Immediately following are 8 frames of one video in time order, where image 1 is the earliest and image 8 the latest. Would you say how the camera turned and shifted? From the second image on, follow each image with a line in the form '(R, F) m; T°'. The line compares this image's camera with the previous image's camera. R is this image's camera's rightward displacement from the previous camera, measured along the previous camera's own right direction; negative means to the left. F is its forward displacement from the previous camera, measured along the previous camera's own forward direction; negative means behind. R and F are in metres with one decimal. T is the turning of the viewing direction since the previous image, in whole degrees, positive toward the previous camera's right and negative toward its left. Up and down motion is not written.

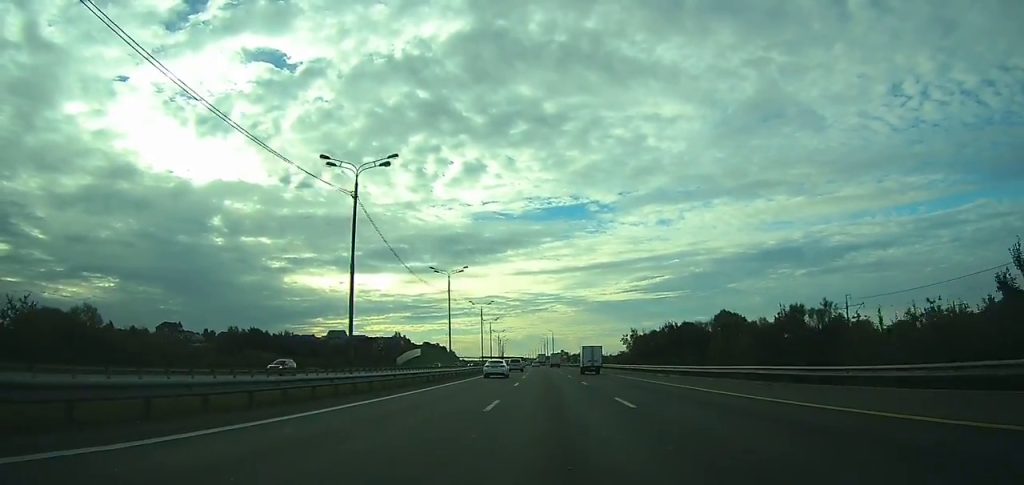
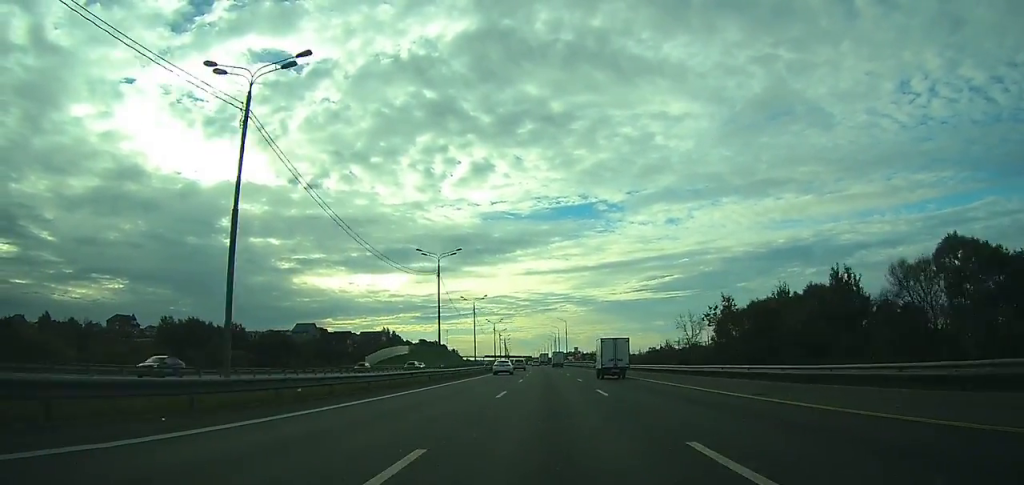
(-0.3, +58.8) m; -1°
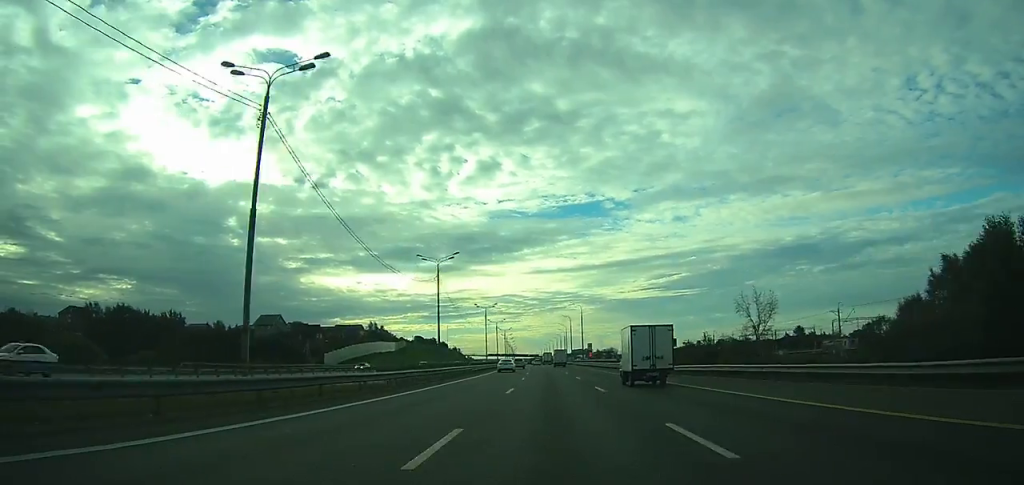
(-0.4, +45.5) m; -1°
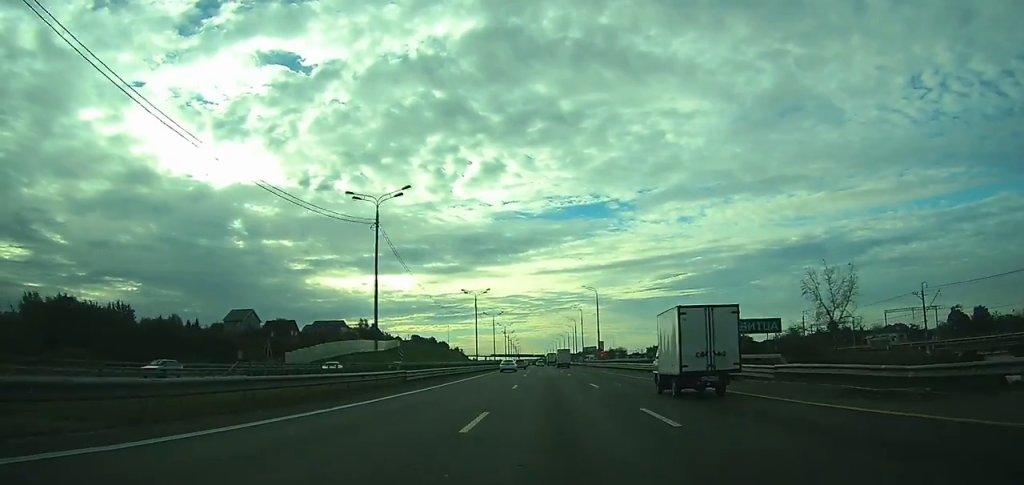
(-0.1, +29.1) m; -1°
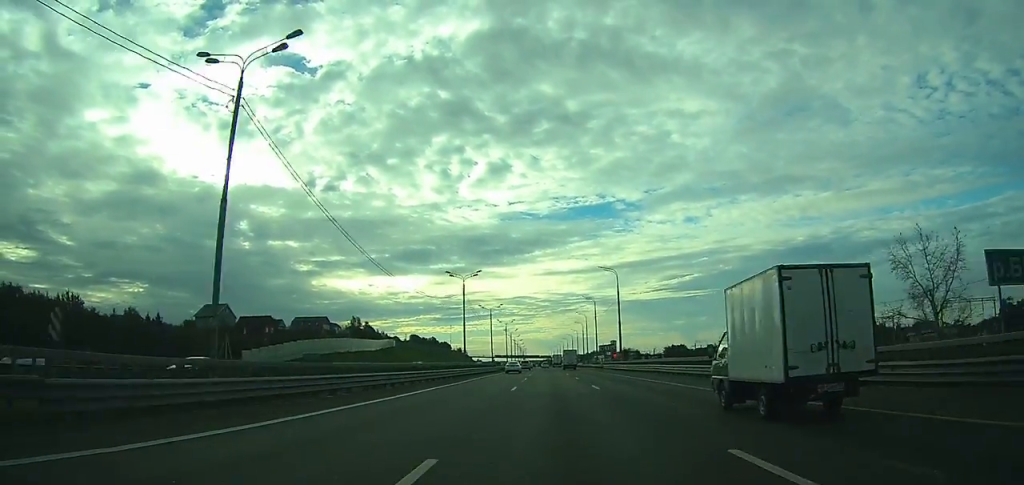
(-0.1, +23.8) m; 0°
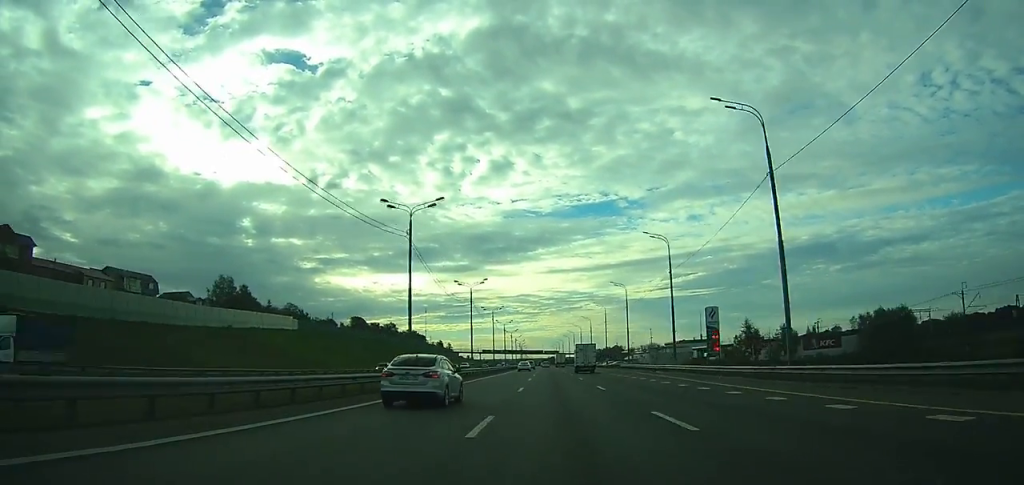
(-1.8, +126.3) m; -1°
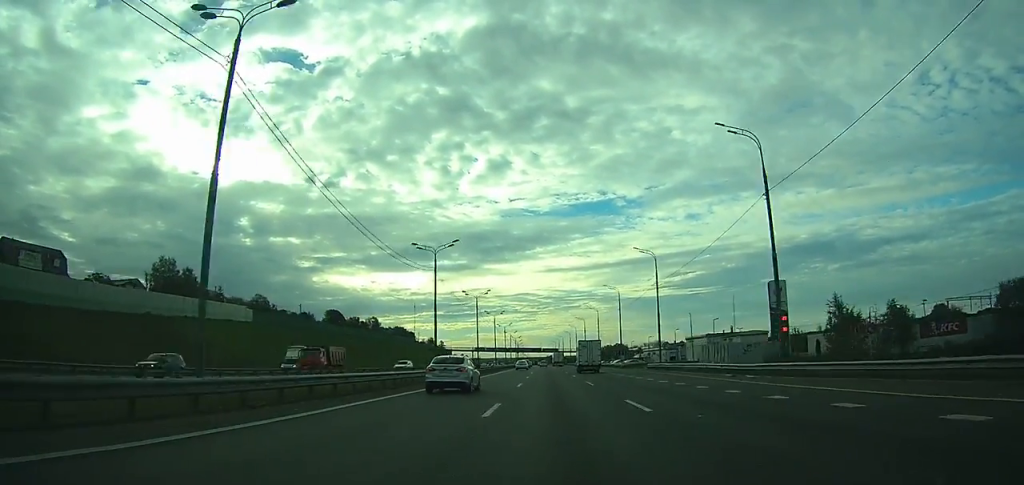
(0.0, +28.1) m; 0°
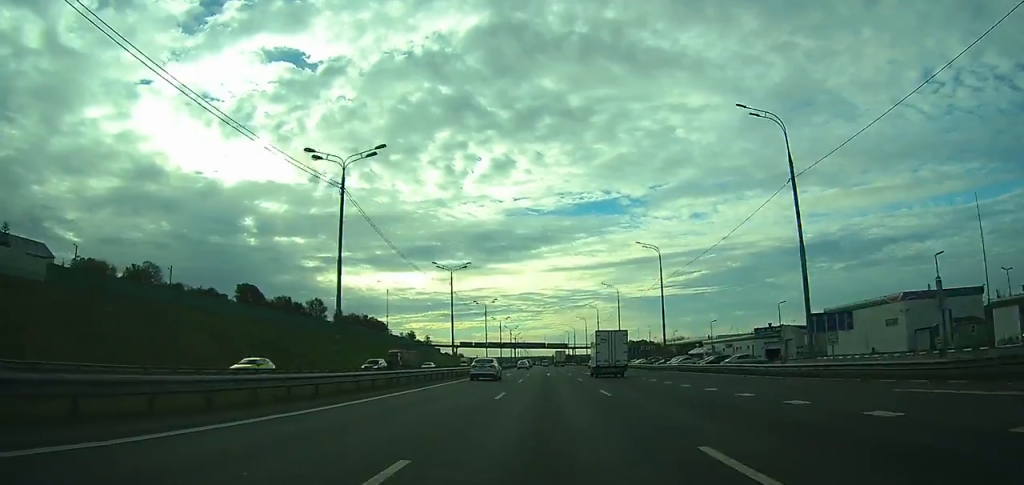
(-0.1, +73.3) m; 0°
